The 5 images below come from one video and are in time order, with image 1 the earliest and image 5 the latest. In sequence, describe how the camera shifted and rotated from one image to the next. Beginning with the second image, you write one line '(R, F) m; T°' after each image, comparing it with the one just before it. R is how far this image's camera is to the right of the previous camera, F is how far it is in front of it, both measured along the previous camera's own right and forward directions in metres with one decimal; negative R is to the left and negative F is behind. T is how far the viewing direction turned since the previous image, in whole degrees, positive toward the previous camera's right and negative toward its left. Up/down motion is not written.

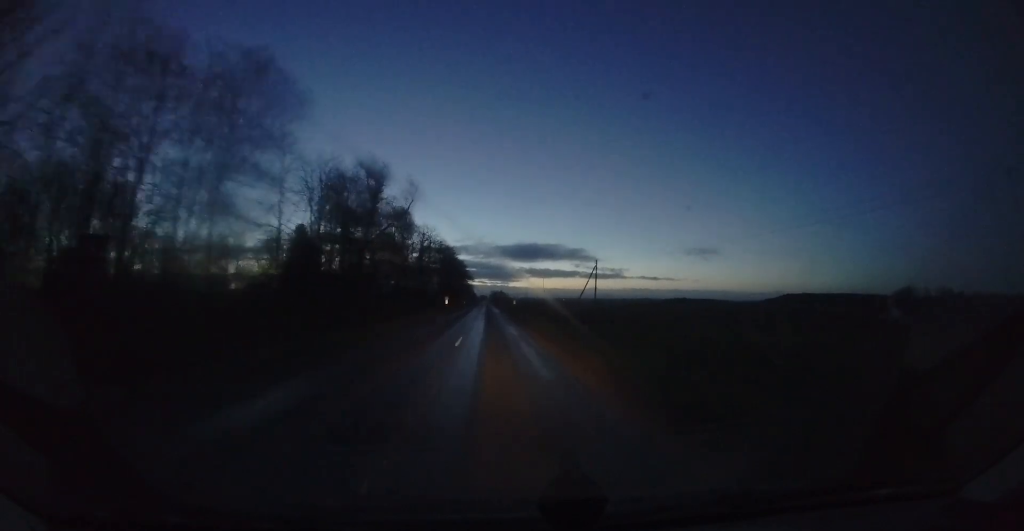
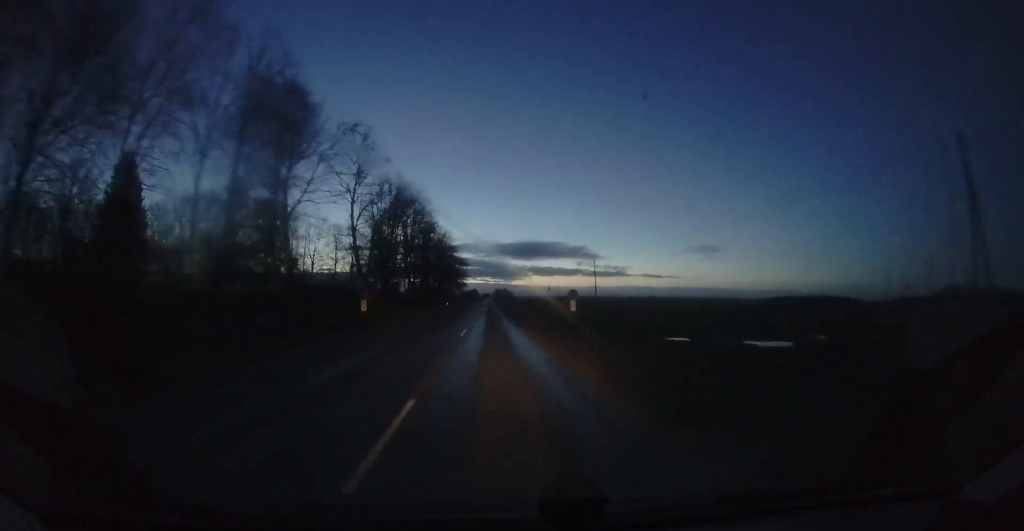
(+0.3, +44.8) m; 0°
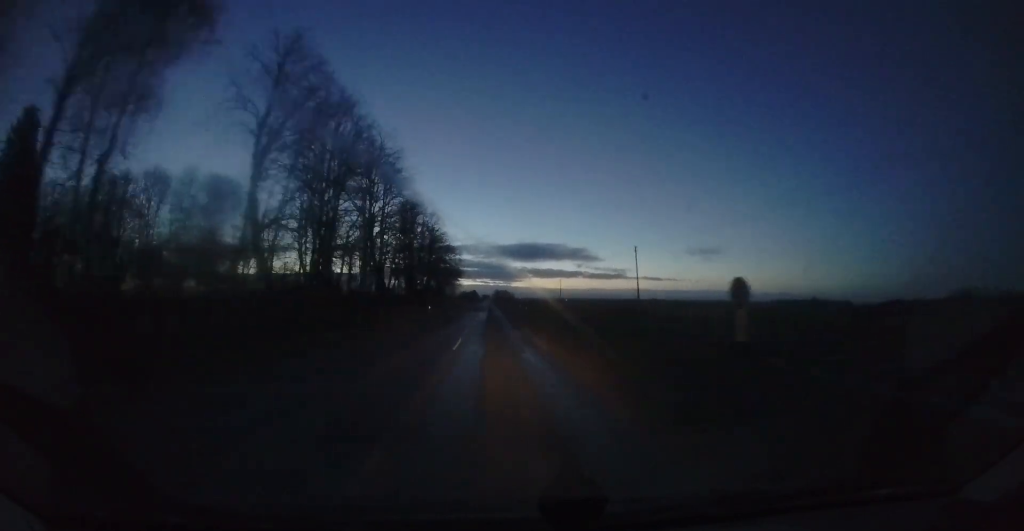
(-0.4, +14.8) m; 0°
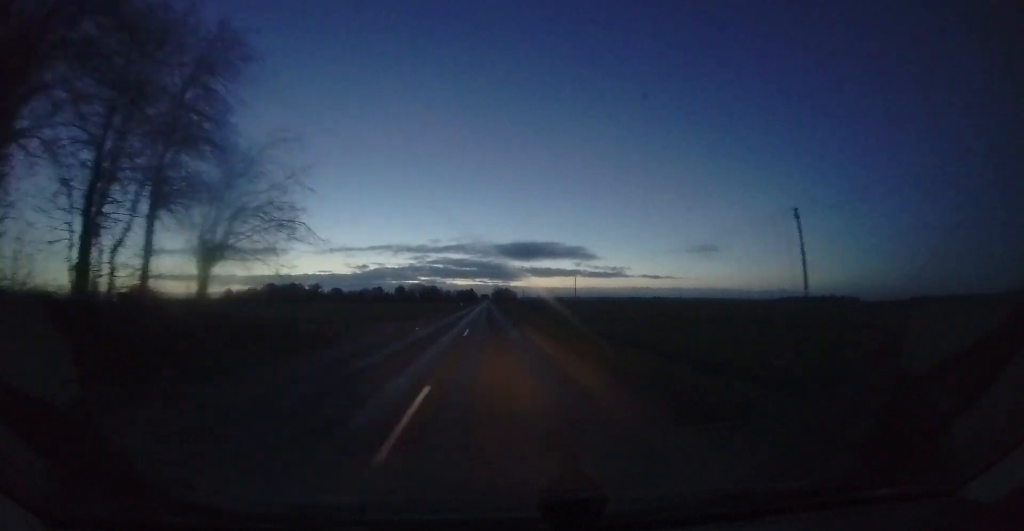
(+0.1, +62.0) m; +2°
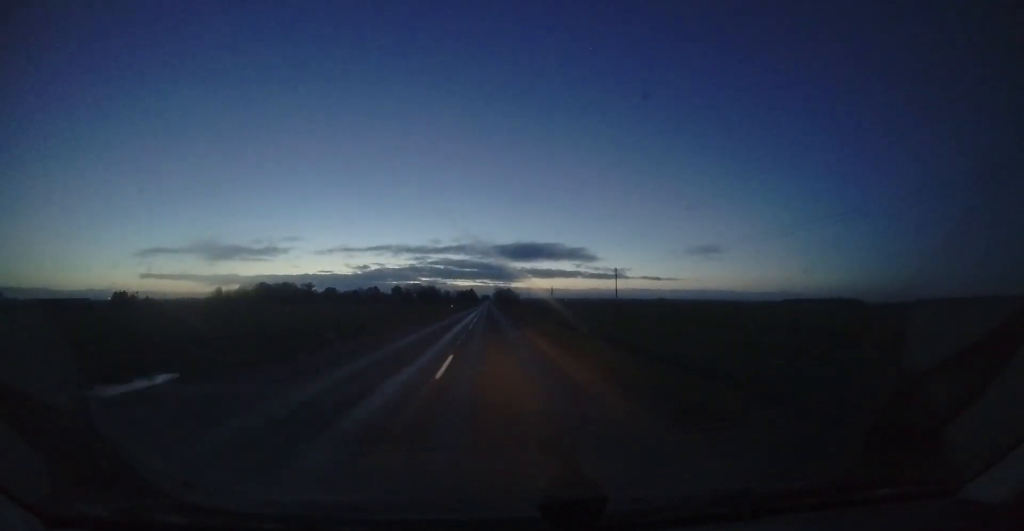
(+0.7, +20.1) m; +1°
